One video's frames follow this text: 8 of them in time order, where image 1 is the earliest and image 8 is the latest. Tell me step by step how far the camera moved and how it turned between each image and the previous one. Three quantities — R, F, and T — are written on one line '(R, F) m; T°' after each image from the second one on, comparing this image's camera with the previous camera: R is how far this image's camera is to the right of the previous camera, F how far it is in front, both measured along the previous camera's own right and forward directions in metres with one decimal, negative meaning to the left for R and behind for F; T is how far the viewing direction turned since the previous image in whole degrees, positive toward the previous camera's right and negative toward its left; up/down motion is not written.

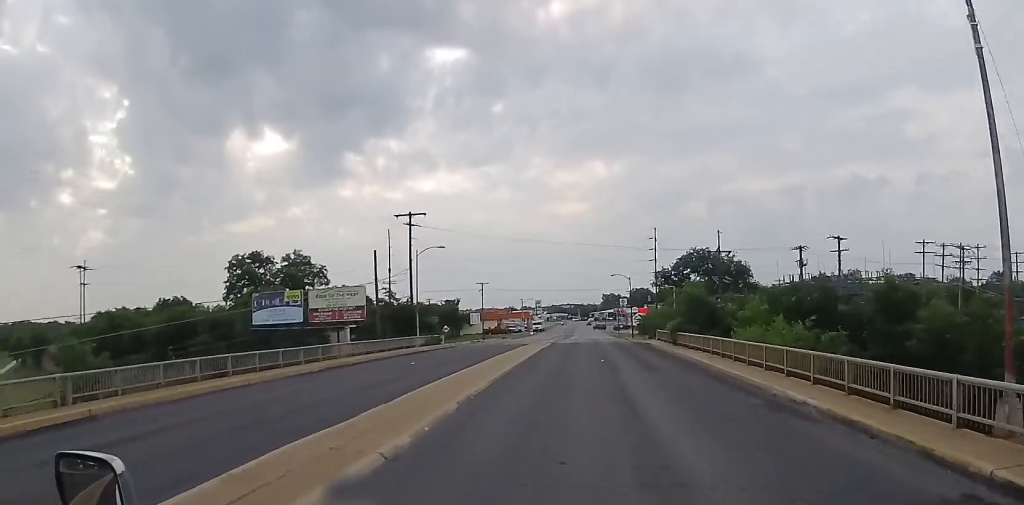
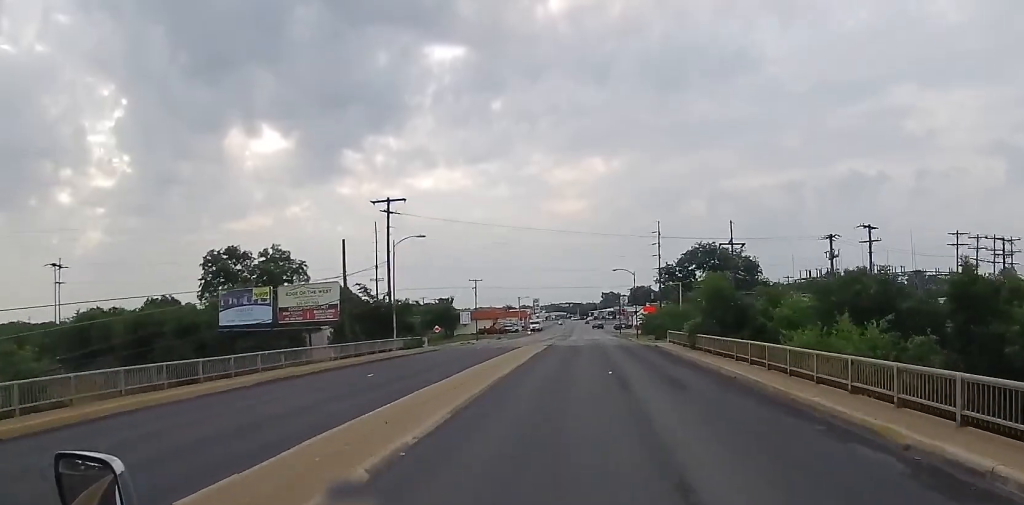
(+0.2, +7.4) m; +1°
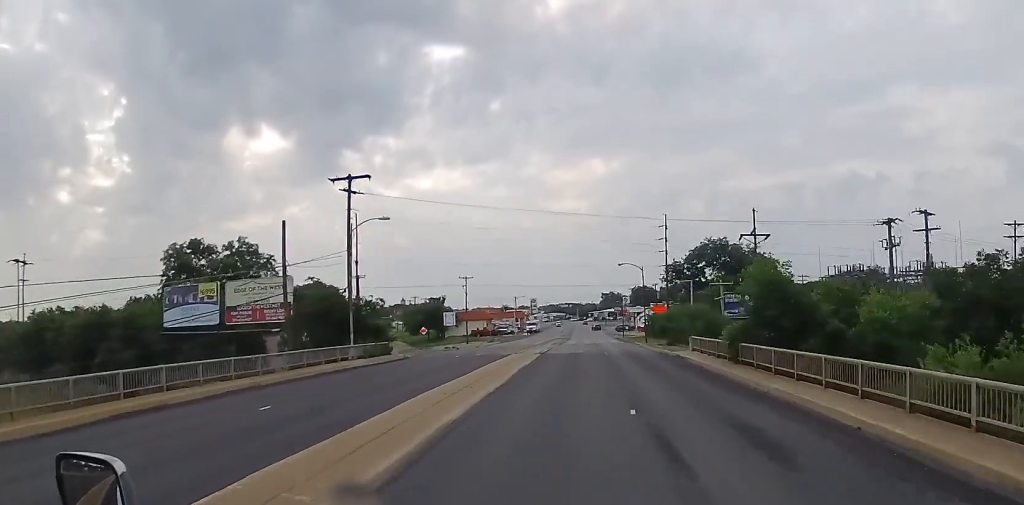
(+0.1, +10.3) m; +1°
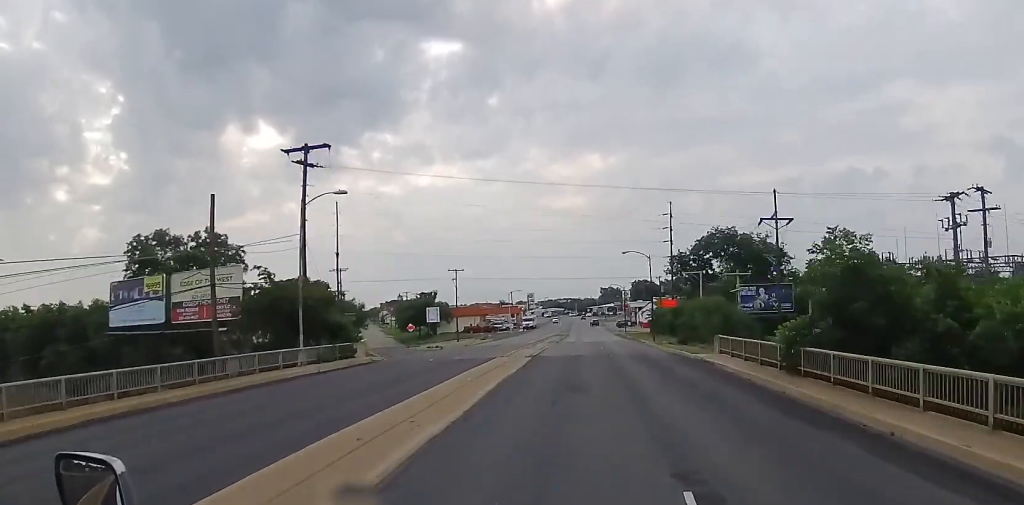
(0.0, +7.8) m; 0°
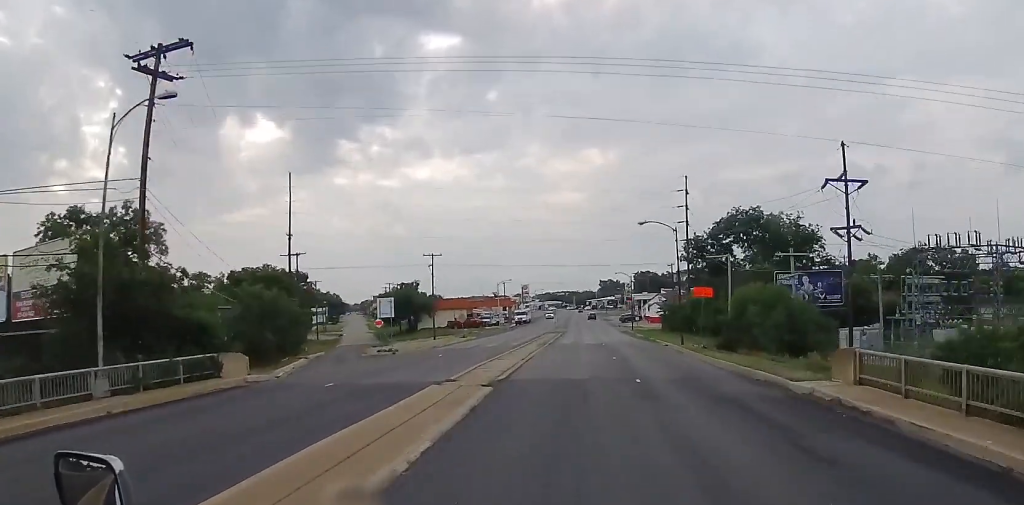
(+0.1, +15.9) m; 0°
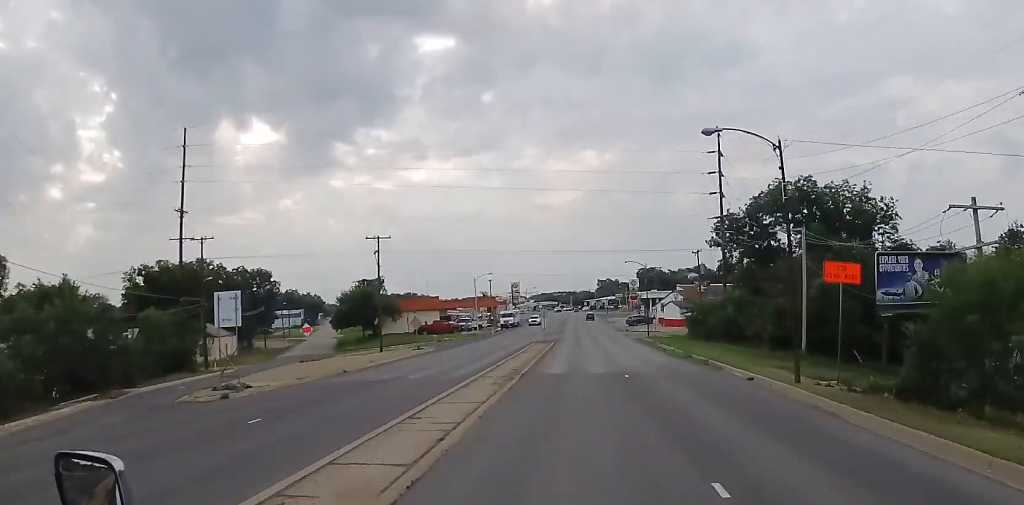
(-0.1, +22.9) m; 0°
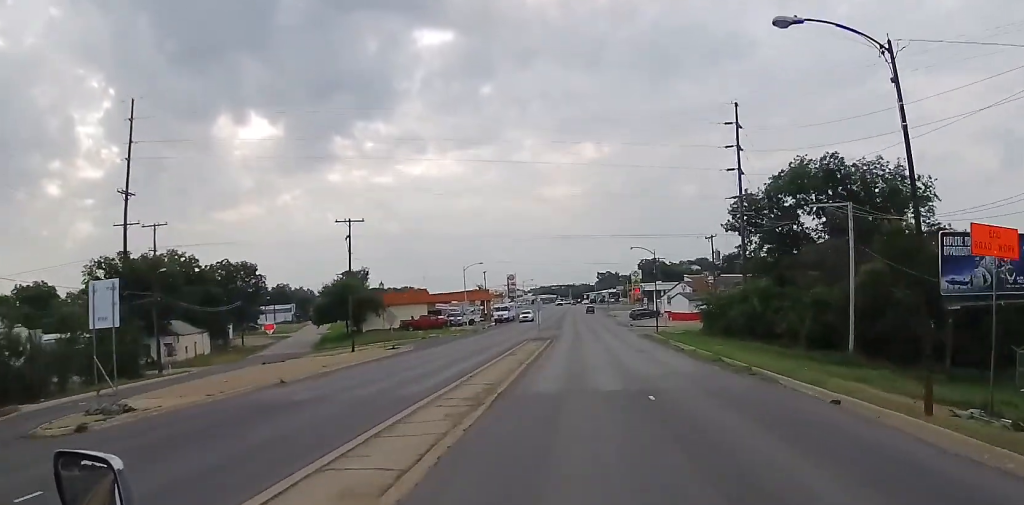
(+0.1, +8.1) m; +1°
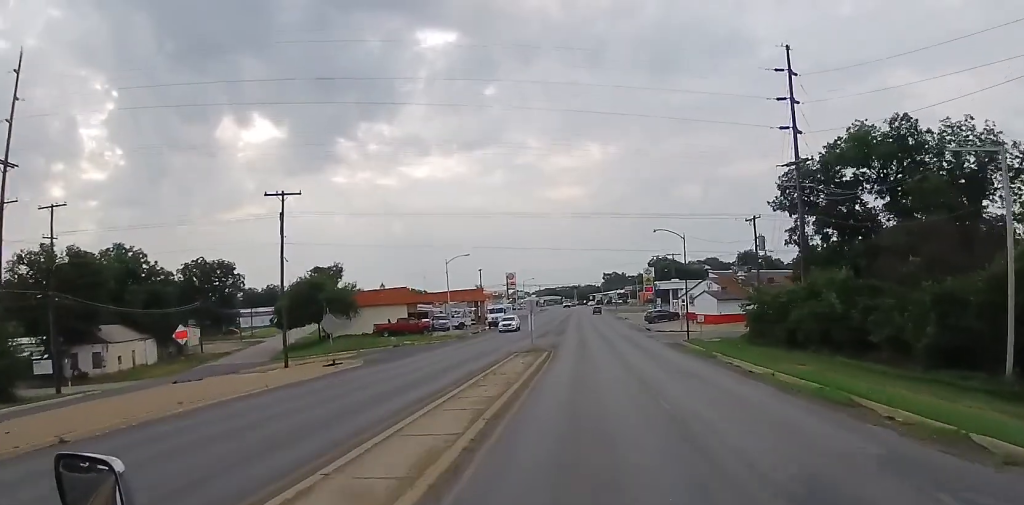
(+0.2, +14.6) m; +1°
